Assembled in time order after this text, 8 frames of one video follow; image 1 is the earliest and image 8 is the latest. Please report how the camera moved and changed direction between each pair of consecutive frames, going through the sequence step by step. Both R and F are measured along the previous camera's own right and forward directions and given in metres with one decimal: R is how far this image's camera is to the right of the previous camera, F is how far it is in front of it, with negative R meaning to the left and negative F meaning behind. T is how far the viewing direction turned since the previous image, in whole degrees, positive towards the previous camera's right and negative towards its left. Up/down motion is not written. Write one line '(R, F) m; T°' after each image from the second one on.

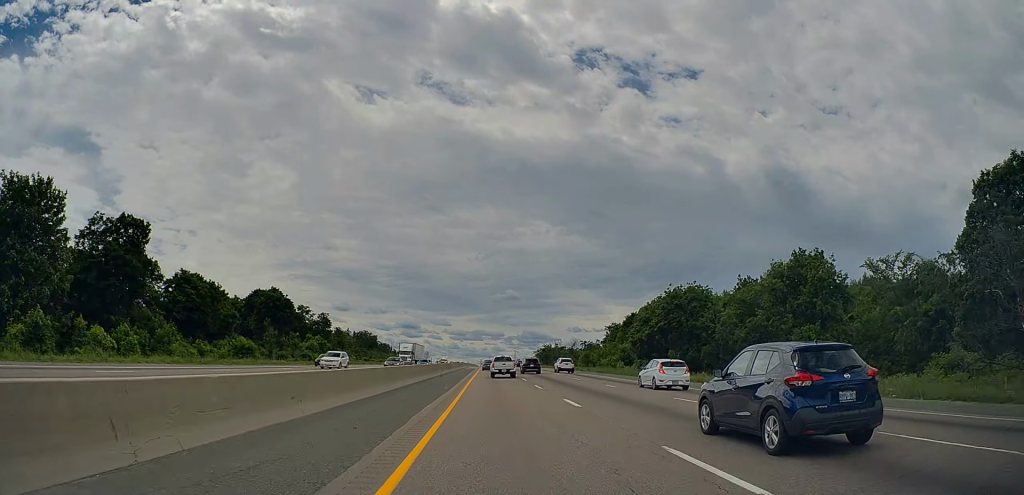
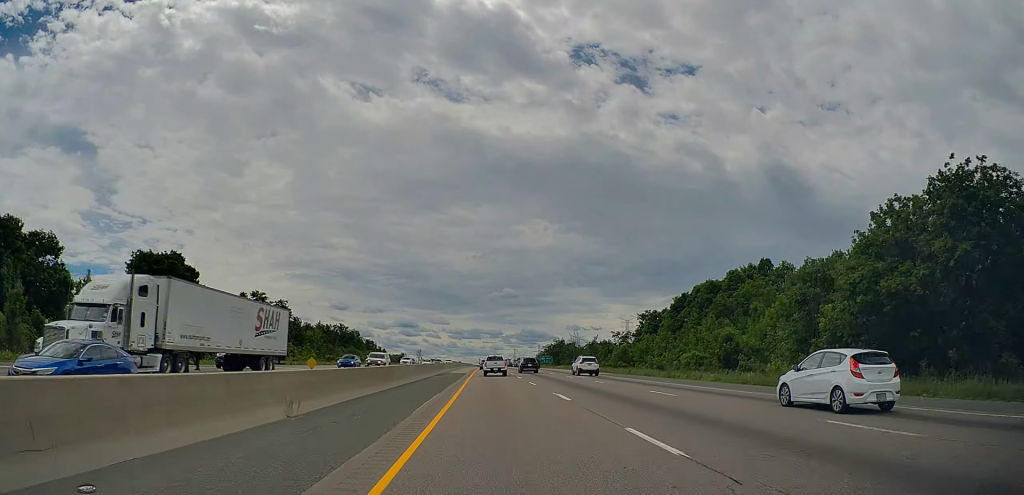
(-0.4, +45.5) m; -1°
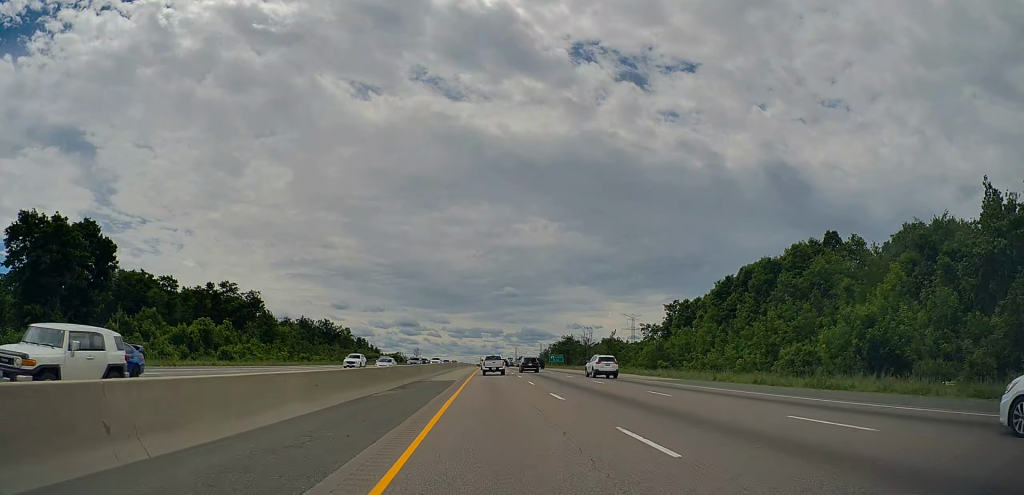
(-0.1, +23.4) m; 0°
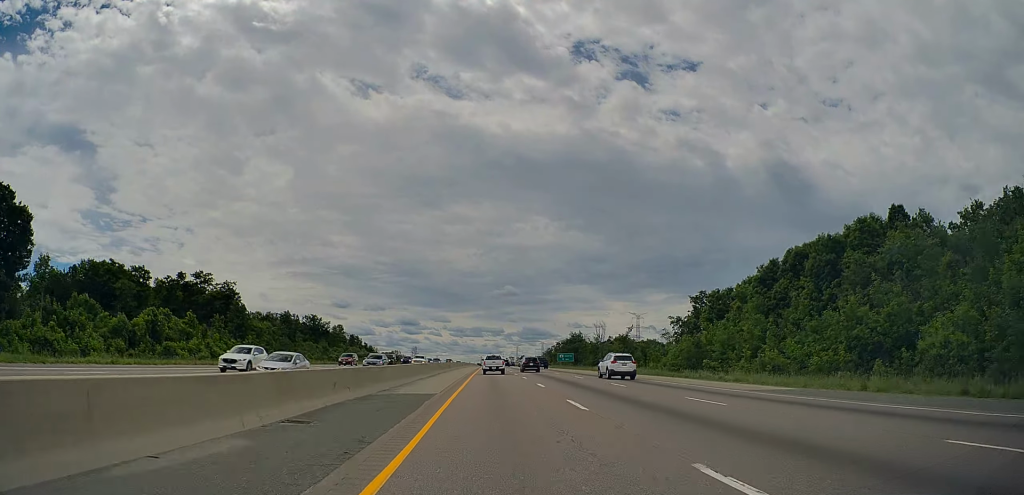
(+0.1, +16.8) m; 0°
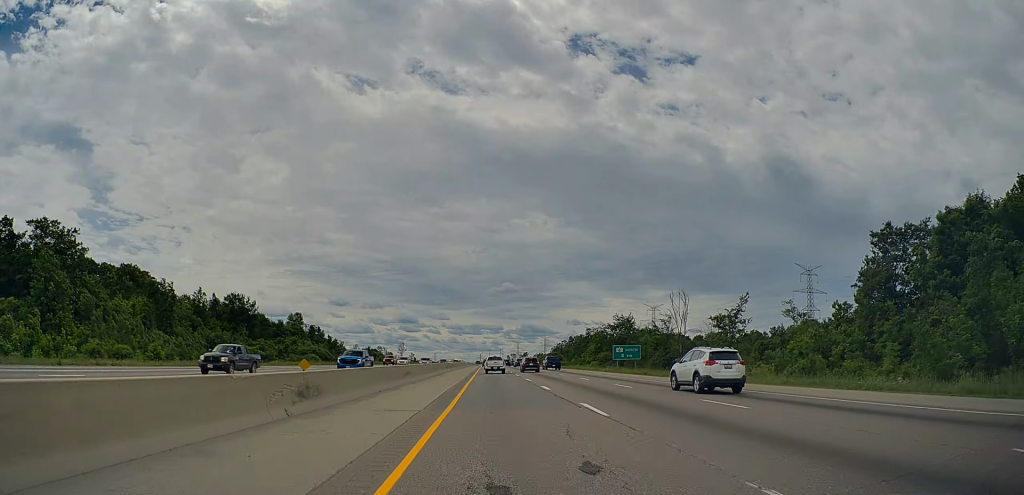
(+0.5, +61.7) m; +1°
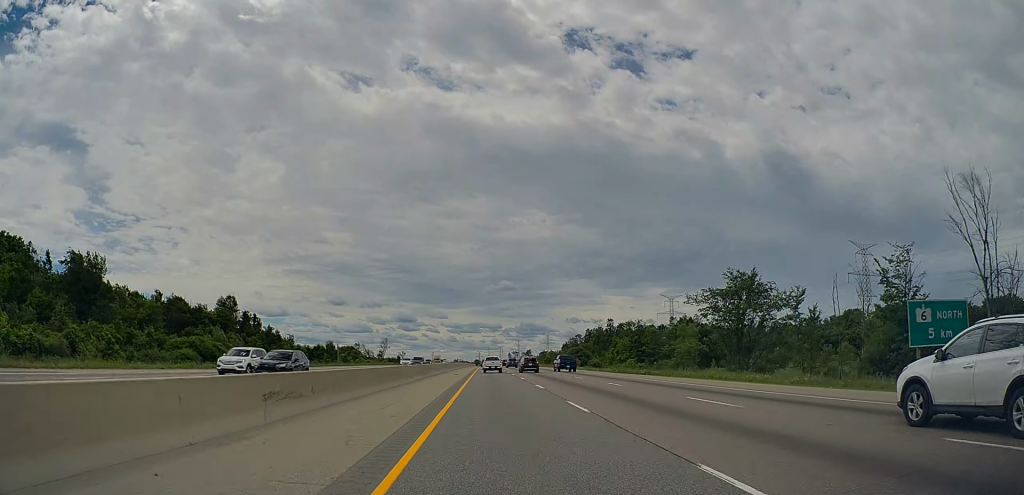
(-0.4, +58.5) m; -2°
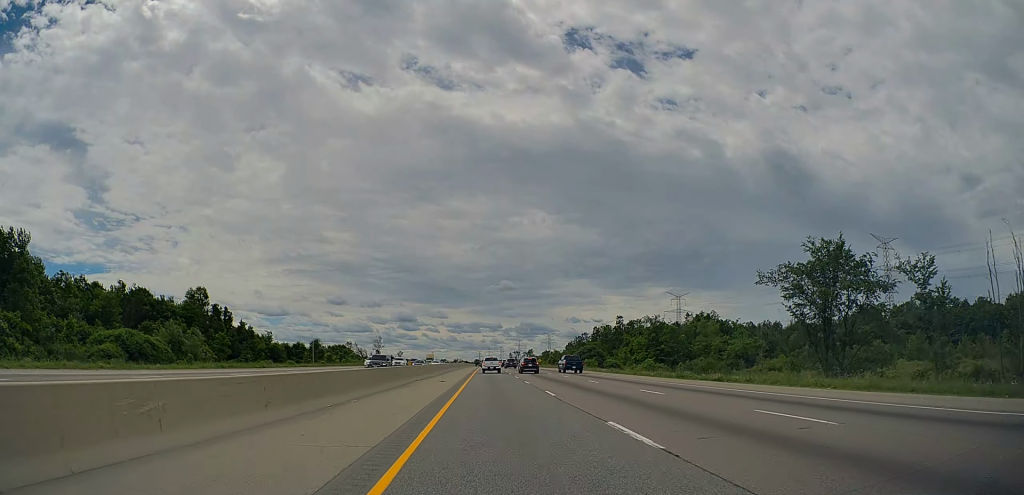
(-0.3, +18.1) m; 0°
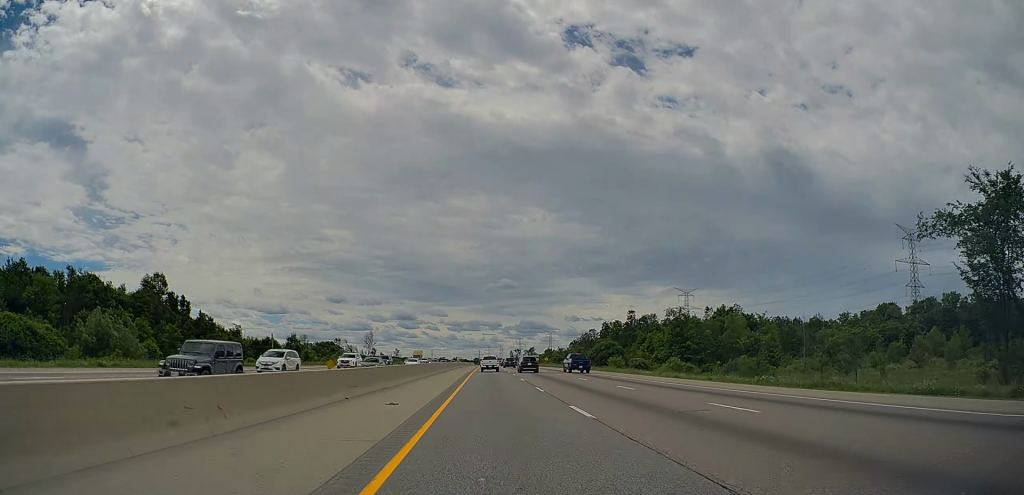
(+0.1, +20.4) m; 0°
